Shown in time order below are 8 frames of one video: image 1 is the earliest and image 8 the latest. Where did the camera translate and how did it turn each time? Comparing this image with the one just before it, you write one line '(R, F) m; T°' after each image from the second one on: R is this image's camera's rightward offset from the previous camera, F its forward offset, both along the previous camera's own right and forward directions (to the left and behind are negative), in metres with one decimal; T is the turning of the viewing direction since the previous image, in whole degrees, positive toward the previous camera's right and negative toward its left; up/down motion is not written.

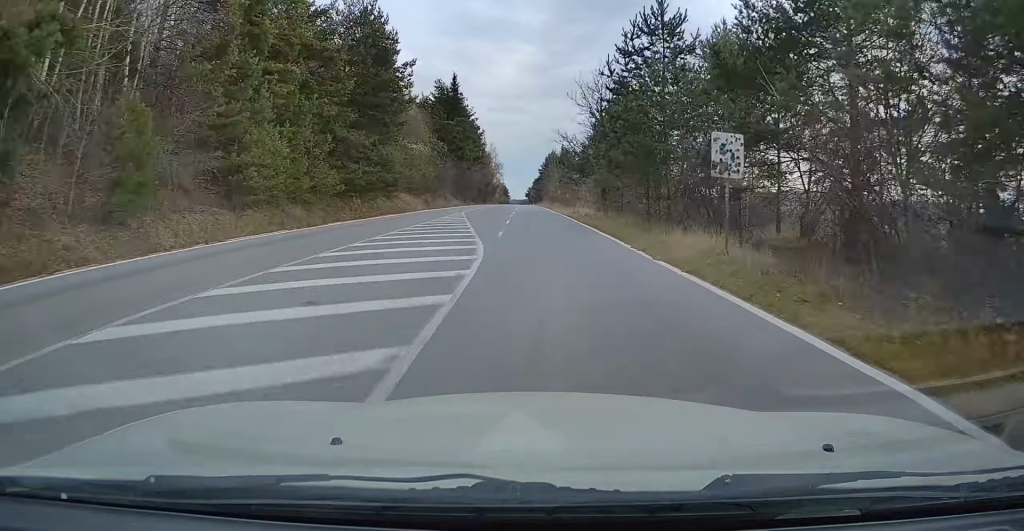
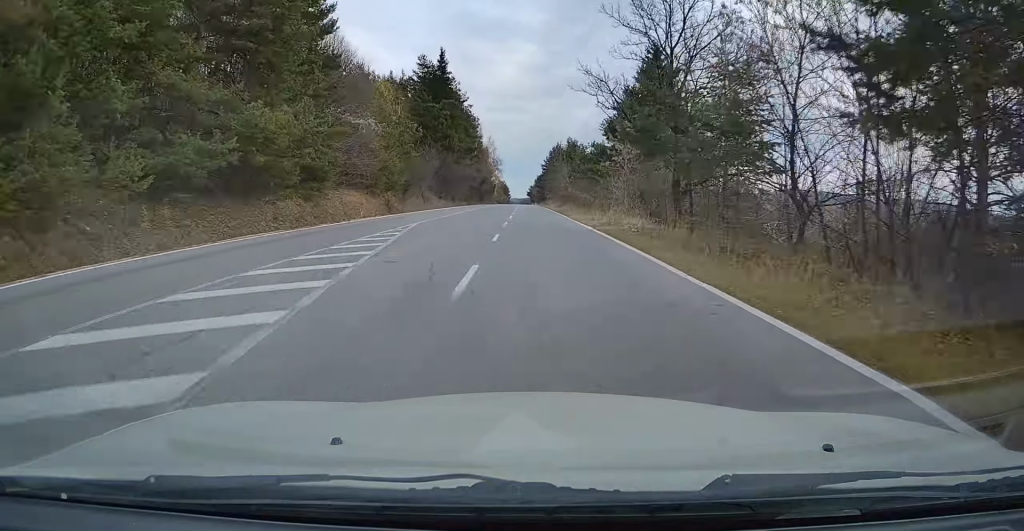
(-0.2, +19.8) m; 0°
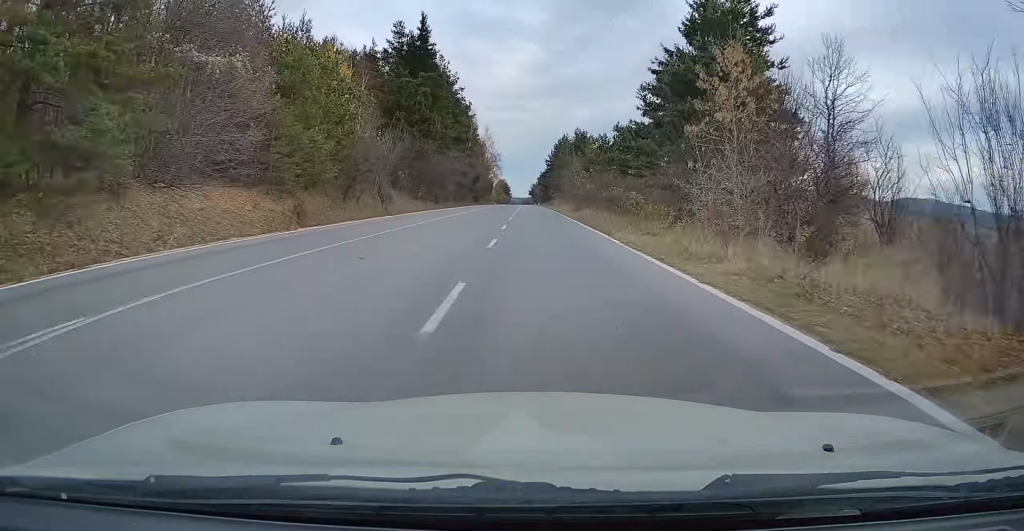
(0.0, +19.8) m; 0°
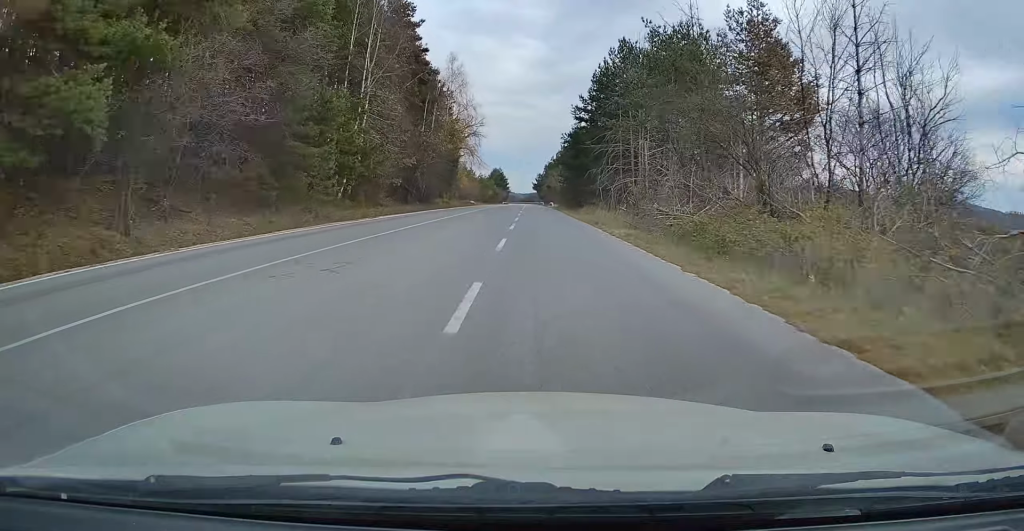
(-0.3, +81.4) m; 0°
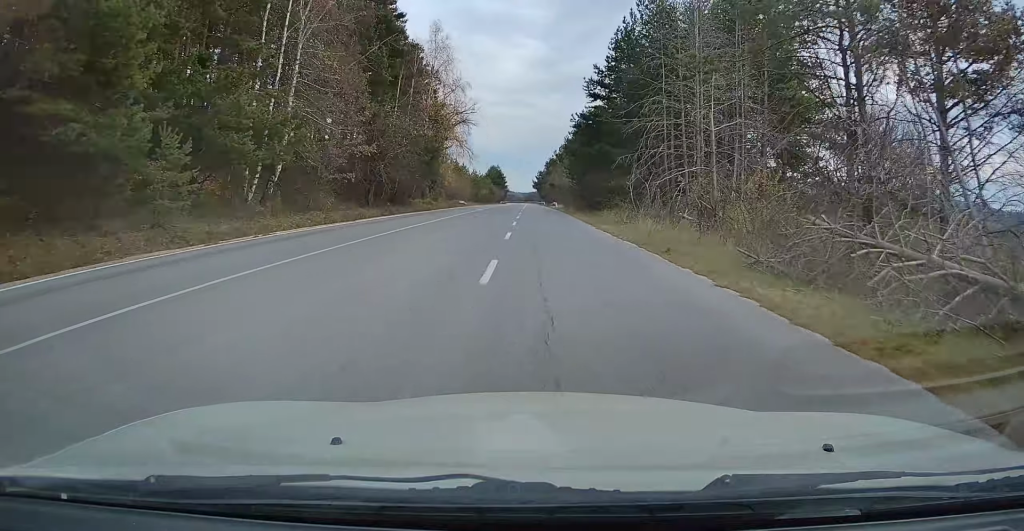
(+0.1, +14.7) m; 0°
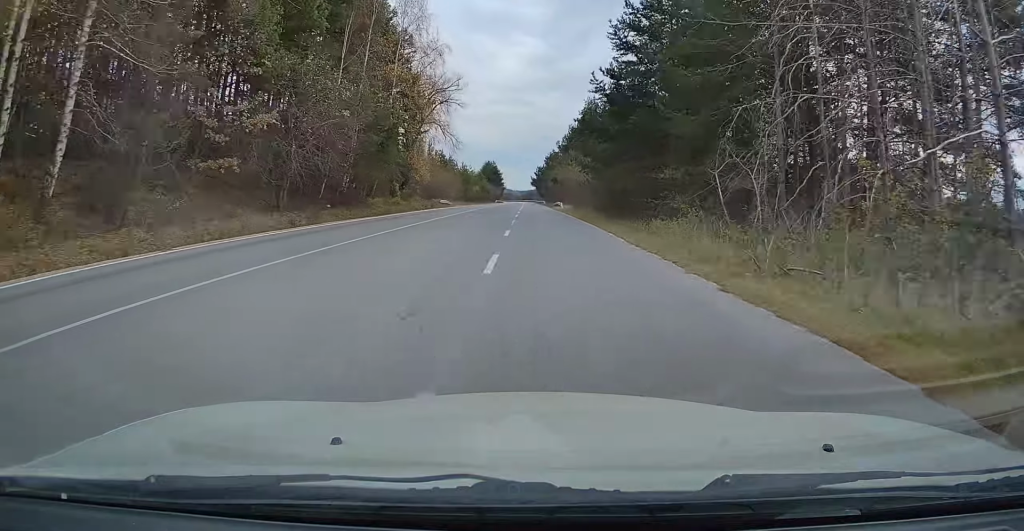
(+0.2, +16.8) m; 0°
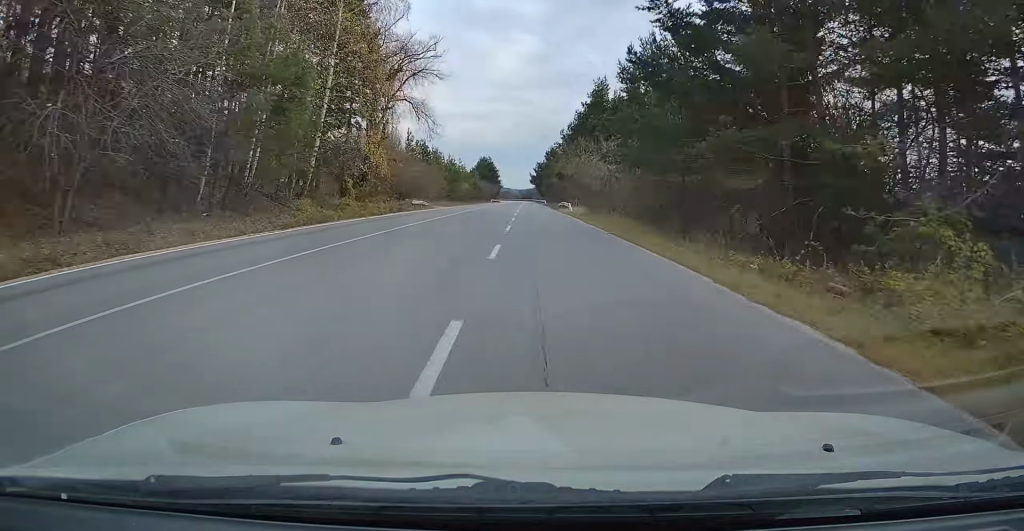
(-0.1, +15.6) m; 0°
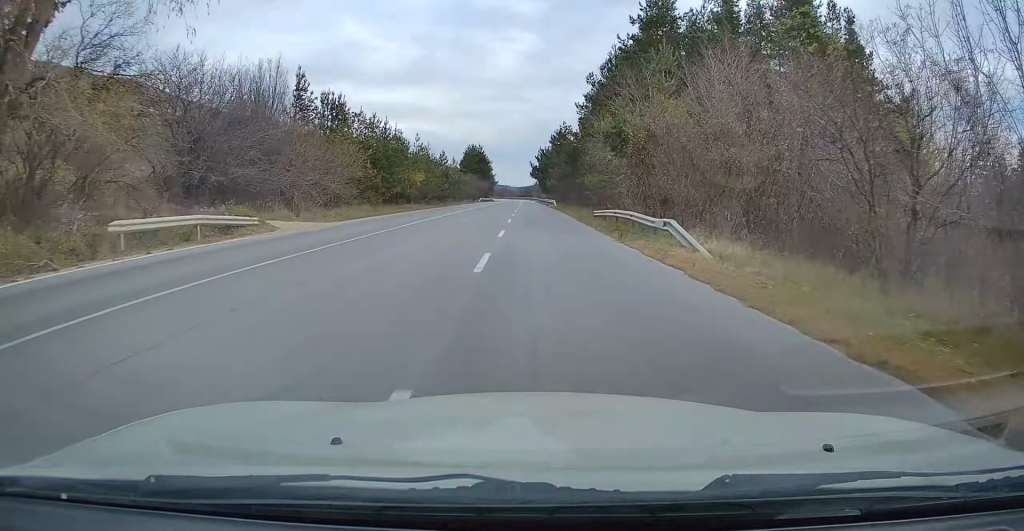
(0.0, +38.3) m; +1°
